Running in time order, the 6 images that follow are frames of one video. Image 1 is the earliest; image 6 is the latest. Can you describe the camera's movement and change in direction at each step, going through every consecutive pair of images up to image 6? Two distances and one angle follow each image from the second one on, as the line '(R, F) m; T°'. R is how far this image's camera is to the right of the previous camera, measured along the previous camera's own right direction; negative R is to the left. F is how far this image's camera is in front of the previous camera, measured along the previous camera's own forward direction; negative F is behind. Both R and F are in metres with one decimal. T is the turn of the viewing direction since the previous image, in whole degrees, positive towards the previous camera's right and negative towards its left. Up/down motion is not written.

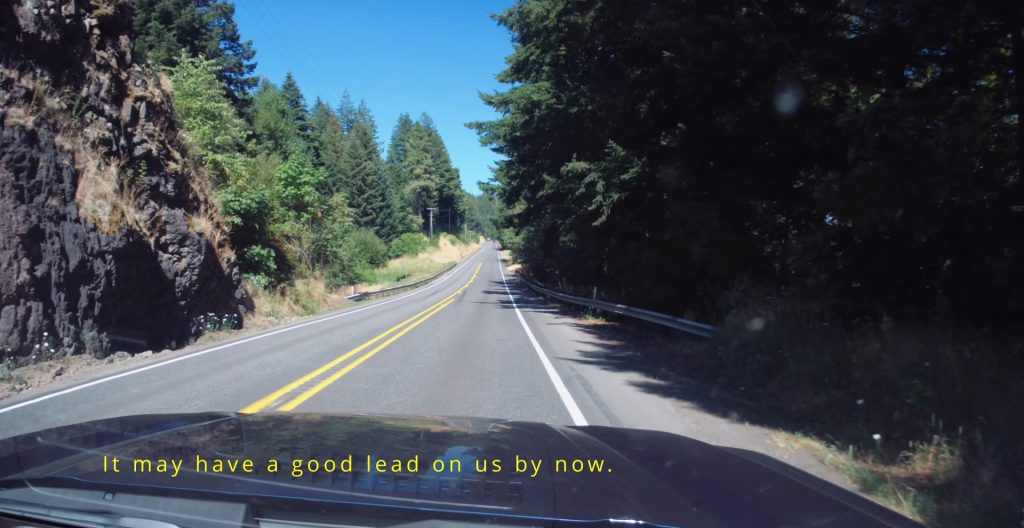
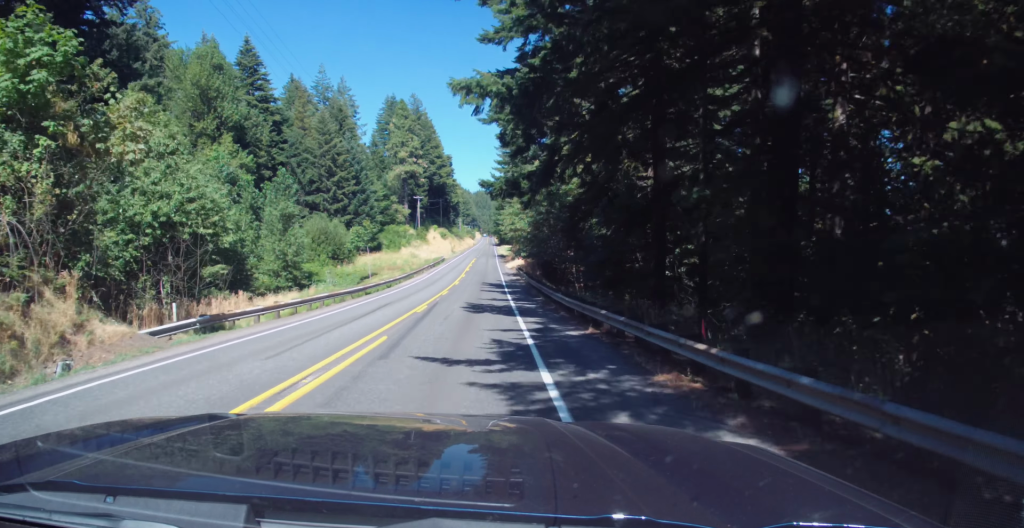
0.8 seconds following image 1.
(0.0, +22.1) m; 0°
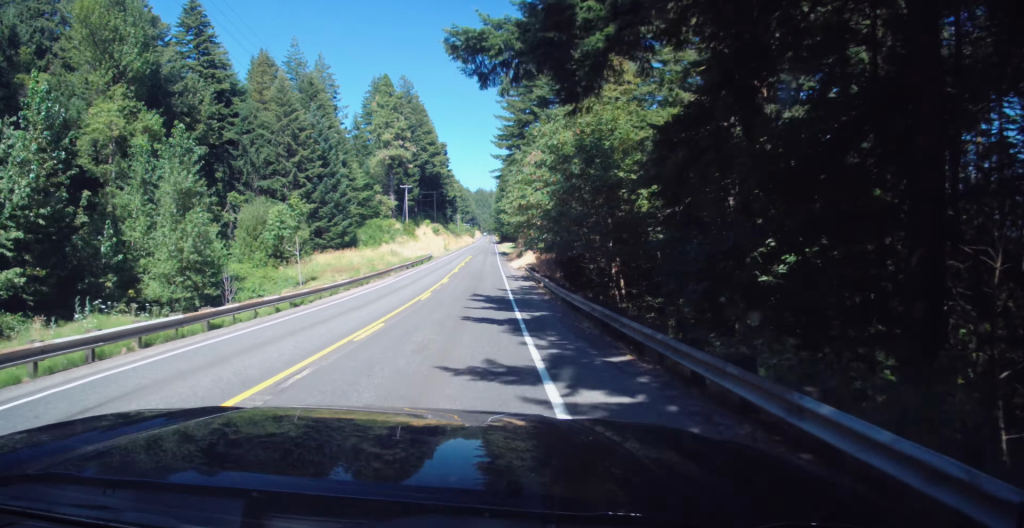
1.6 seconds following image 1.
(+0.1, +21.7) m; -1°
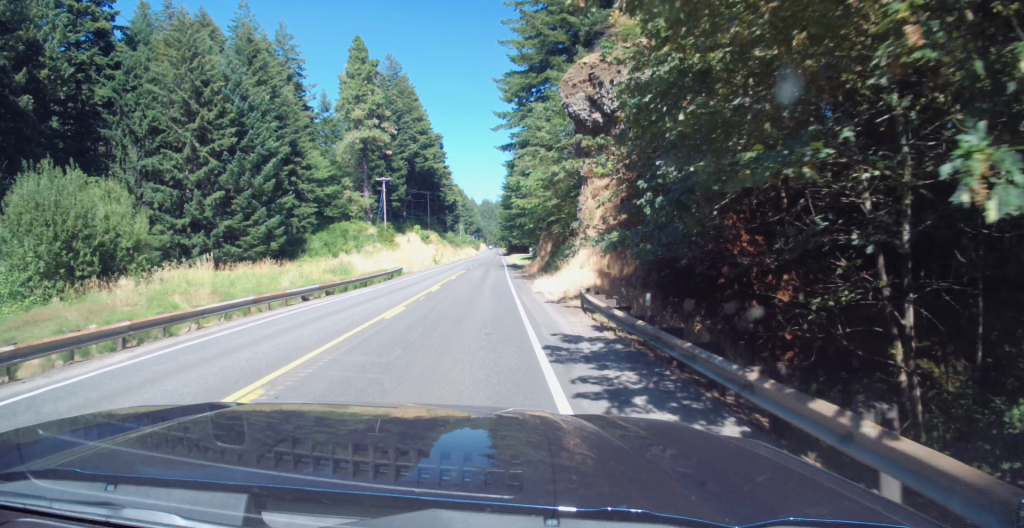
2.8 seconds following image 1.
(-0.4, +33.2) m; 0°
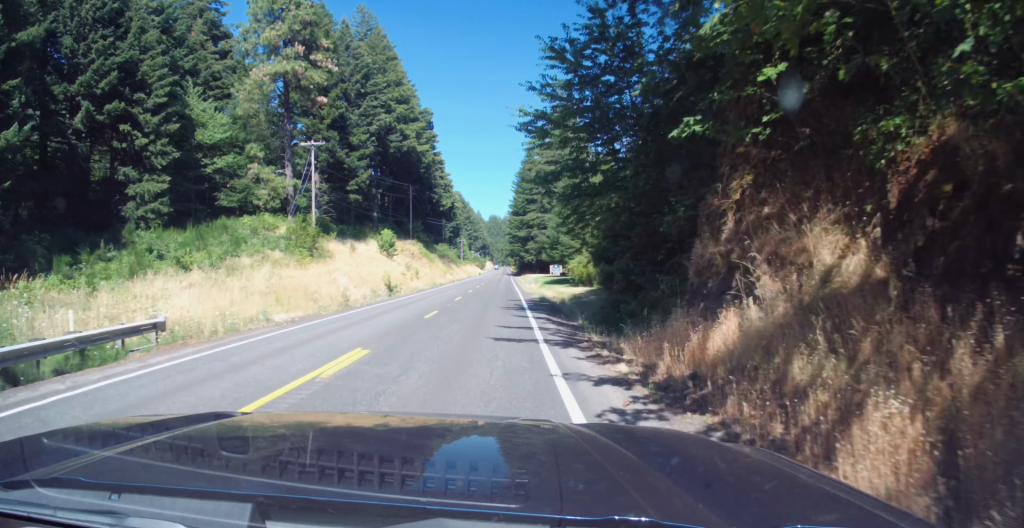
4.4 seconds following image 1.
(+0.8, +43.1) m; +1°
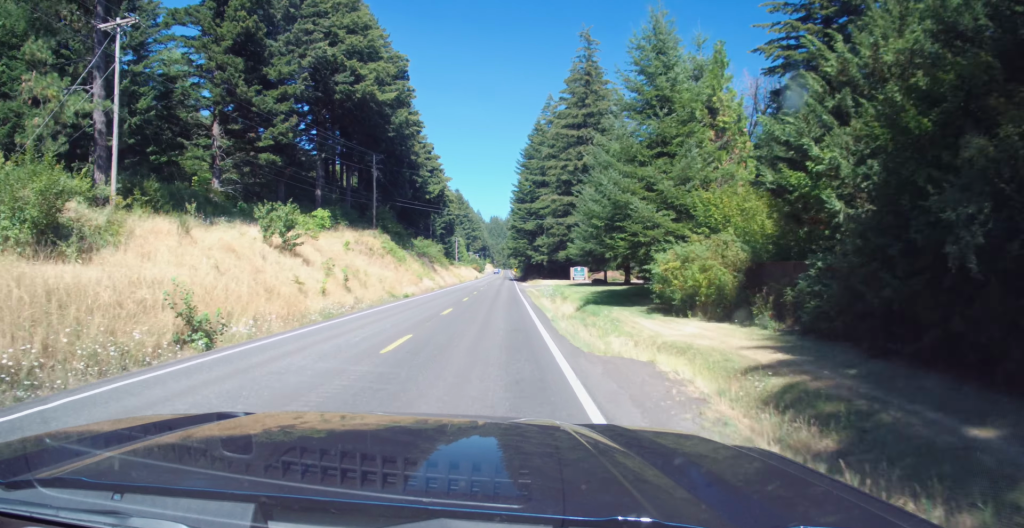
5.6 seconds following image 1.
(-0.2, +32.6) m; -1°
